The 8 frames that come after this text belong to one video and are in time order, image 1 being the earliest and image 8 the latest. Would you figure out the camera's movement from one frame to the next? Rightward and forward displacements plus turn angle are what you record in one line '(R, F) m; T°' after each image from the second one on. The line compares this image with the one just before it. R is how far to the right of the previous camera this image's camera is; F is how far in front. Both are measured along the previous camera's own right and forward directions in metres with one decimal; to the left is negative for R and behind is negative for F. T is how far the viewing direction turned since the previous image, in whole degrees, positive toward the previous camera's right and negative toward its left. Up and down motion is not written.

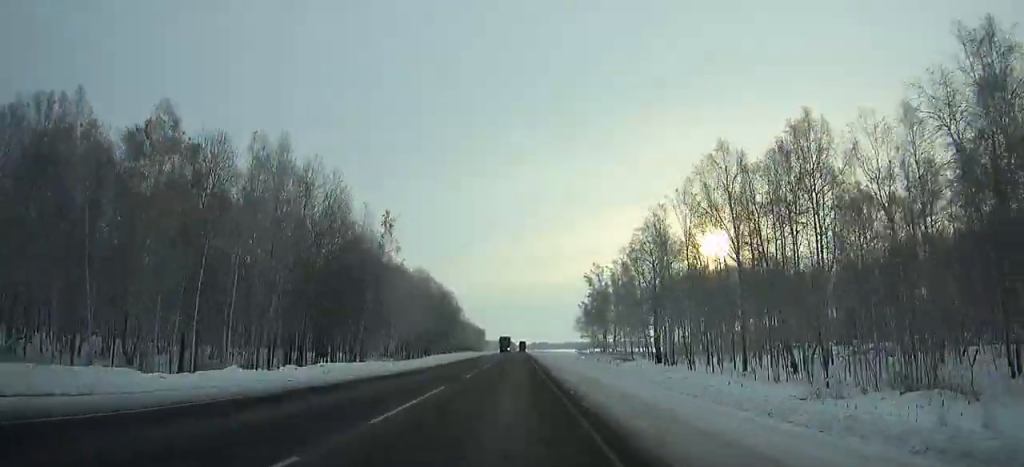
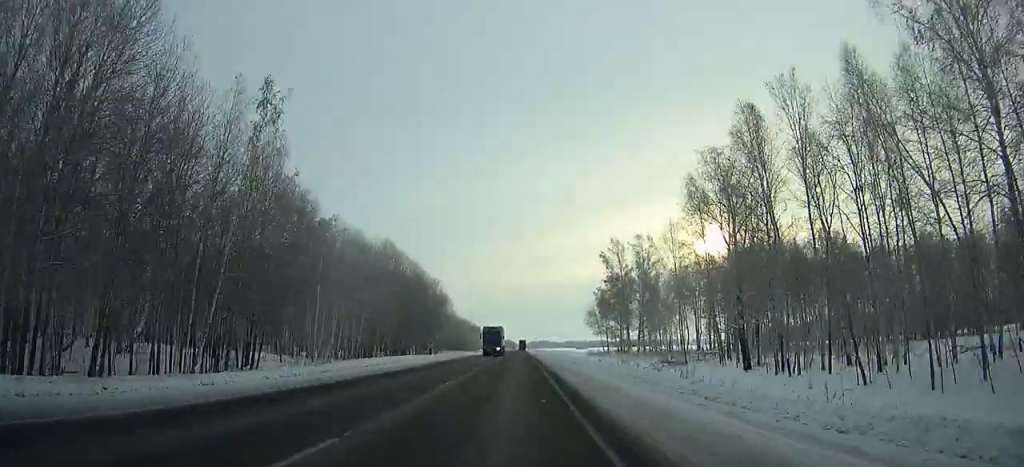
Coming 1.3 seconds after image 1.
(+0.1, +31.5) m; 0°
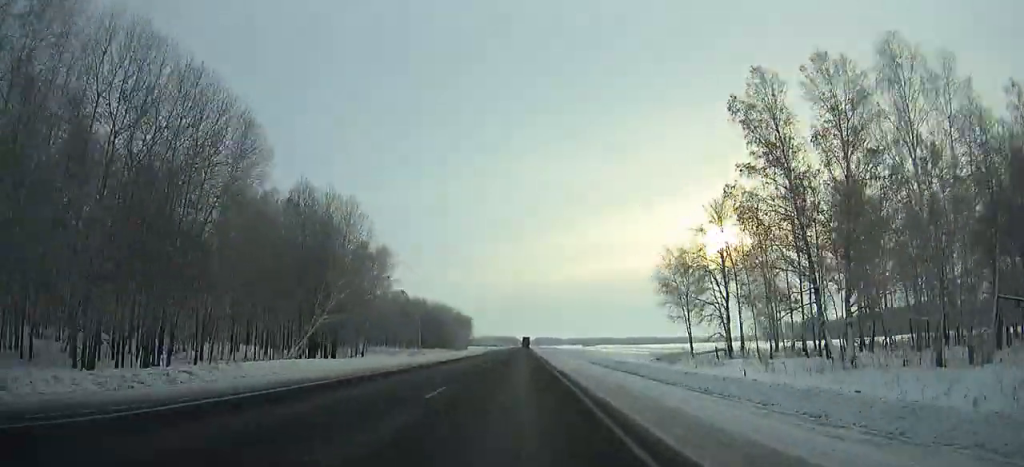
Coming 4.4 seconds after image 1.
(-0.3, +74.9) m; 0°
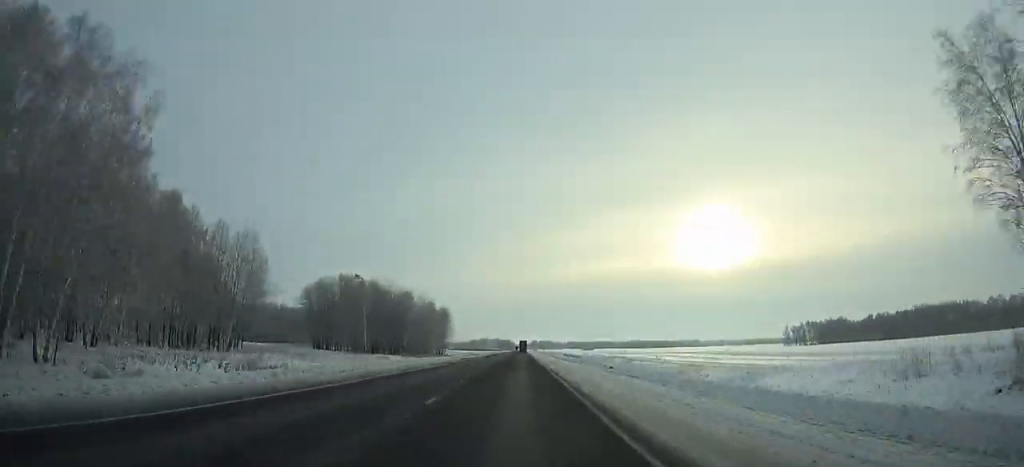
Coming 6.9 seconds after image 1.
(+0.1, +60.3) m; 0°
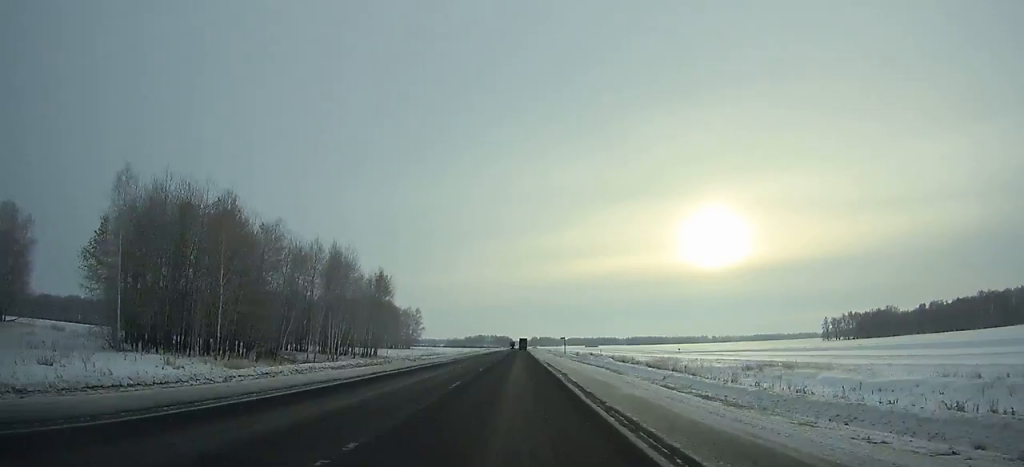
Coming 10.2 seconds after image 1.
(0.0, +79.3) m; 0°
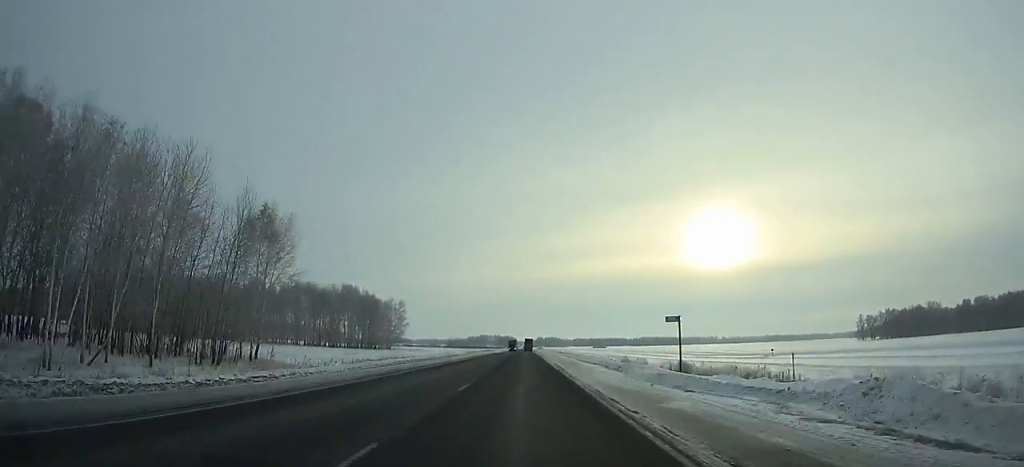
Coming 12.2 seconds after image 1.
(0.0, +47.8) m; 0°
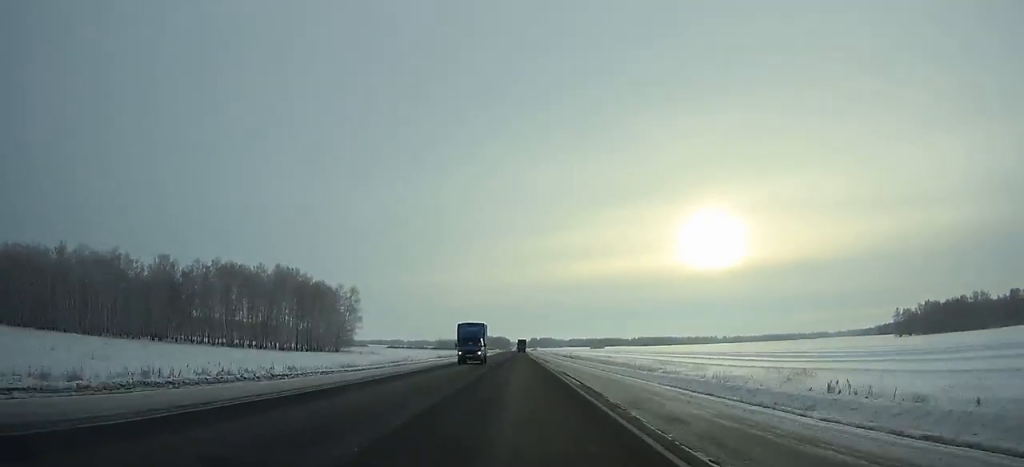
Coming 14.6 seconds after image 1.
(+0.1, +57.1) m; 0°
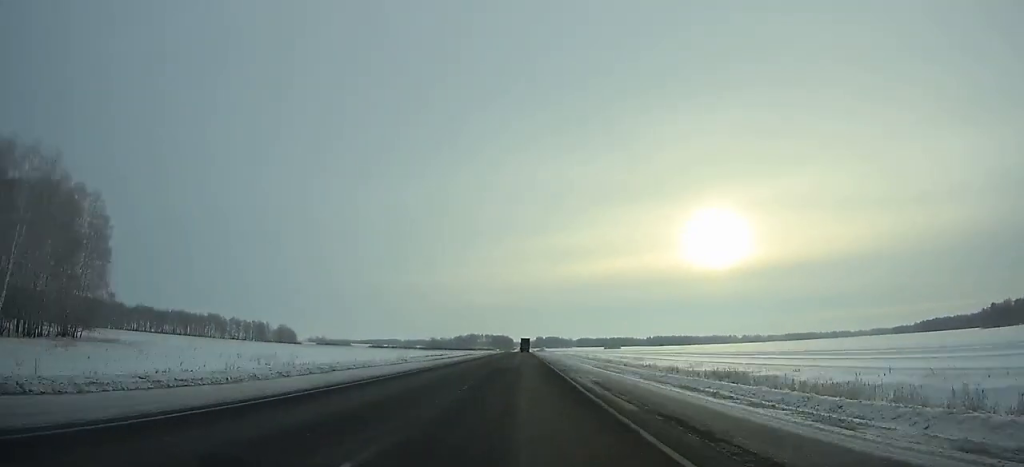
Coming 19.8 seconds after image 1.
(0.0, +122.7) m; 0°
